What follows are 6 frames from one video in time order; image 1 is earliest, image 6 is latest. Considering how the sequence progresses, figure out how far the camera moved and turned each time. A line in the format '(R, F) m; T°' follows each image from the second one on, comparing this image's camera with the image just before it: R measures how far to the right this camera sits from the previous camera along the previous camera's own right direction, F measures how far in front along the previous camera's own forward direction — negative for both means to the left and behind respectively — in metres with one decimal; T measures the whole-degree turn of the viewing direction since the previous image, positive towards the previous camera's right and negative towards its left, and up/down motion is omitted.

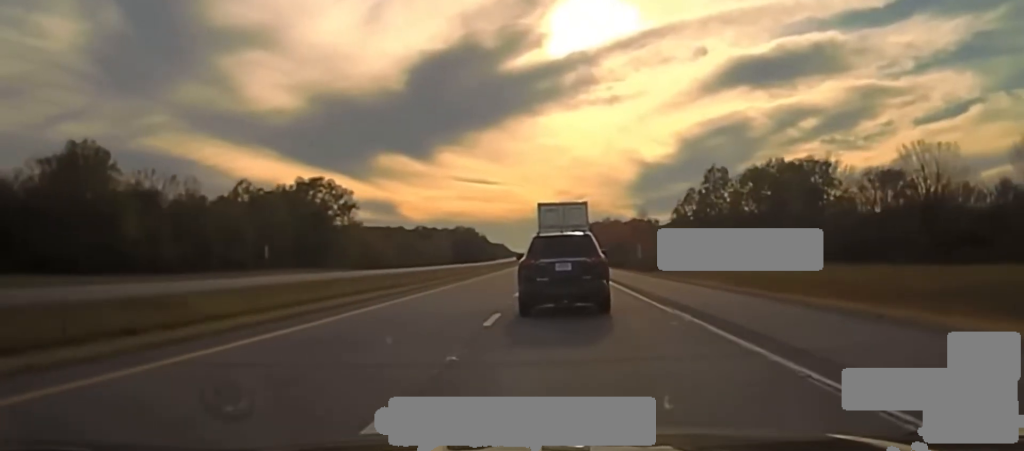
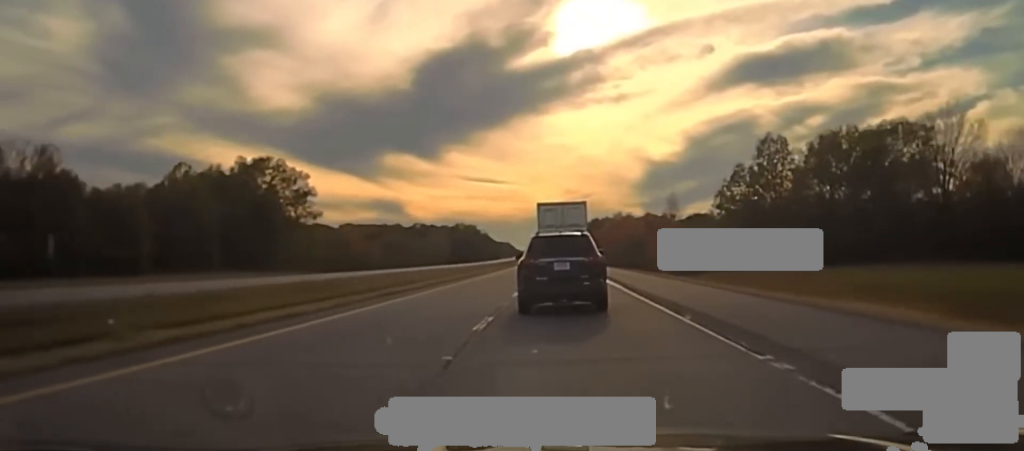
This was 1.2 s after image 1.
(+0.1, +34.3) m; 0°
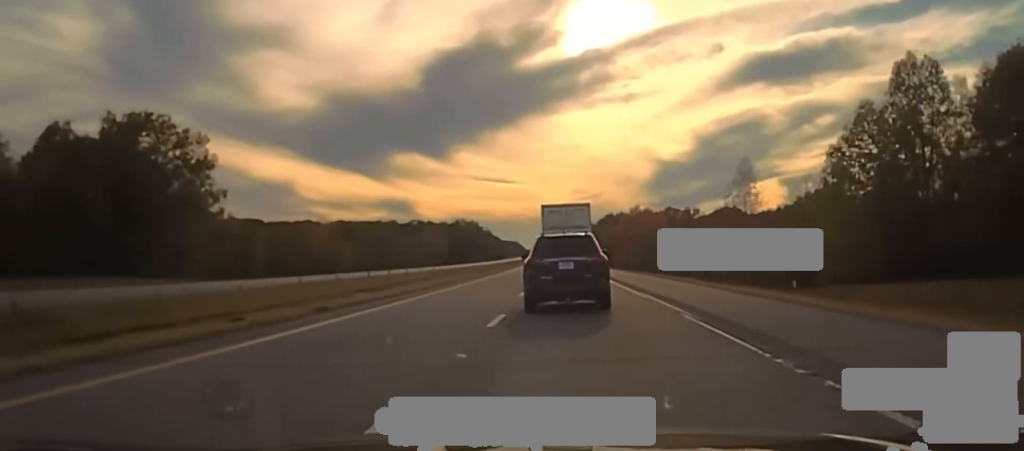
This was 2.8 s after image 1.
(-0.3, +45.7) m; -1°
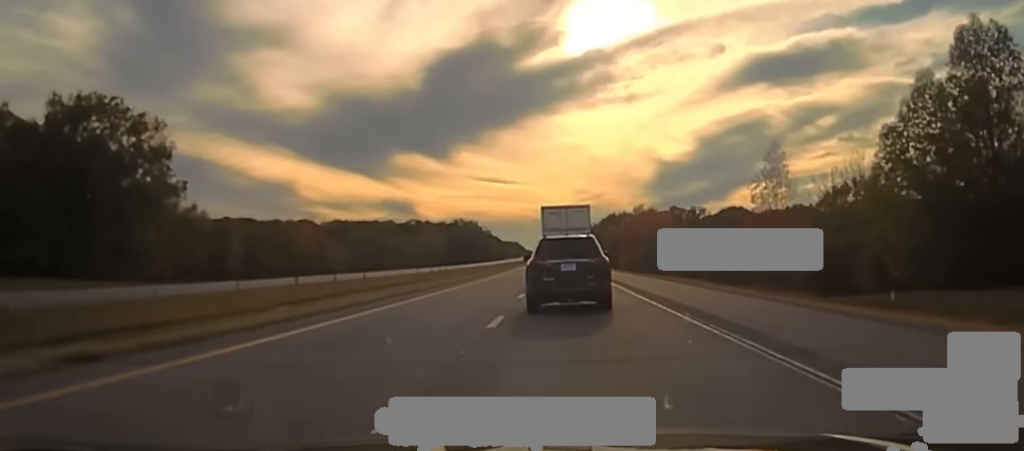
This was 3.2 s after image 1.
(0.0, +12.4) m; 0°
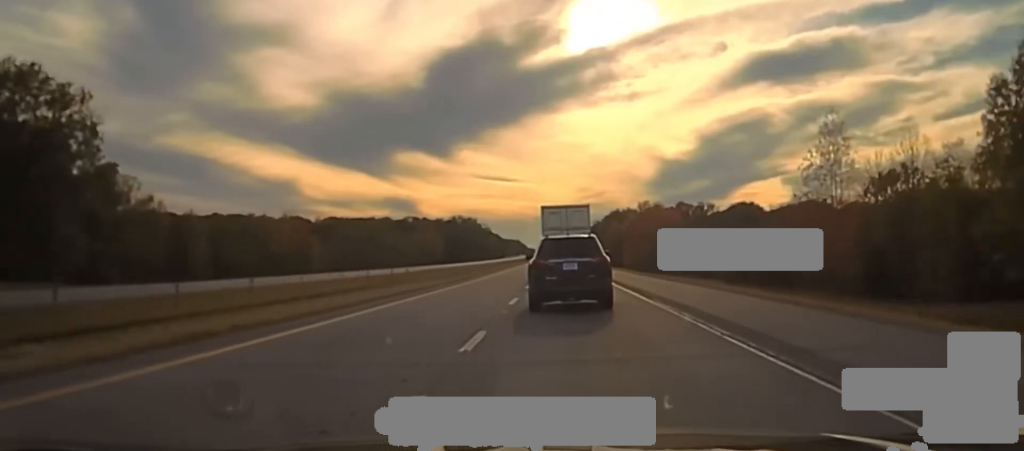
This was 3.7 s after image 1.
(0.0, +17.8) m; 0°
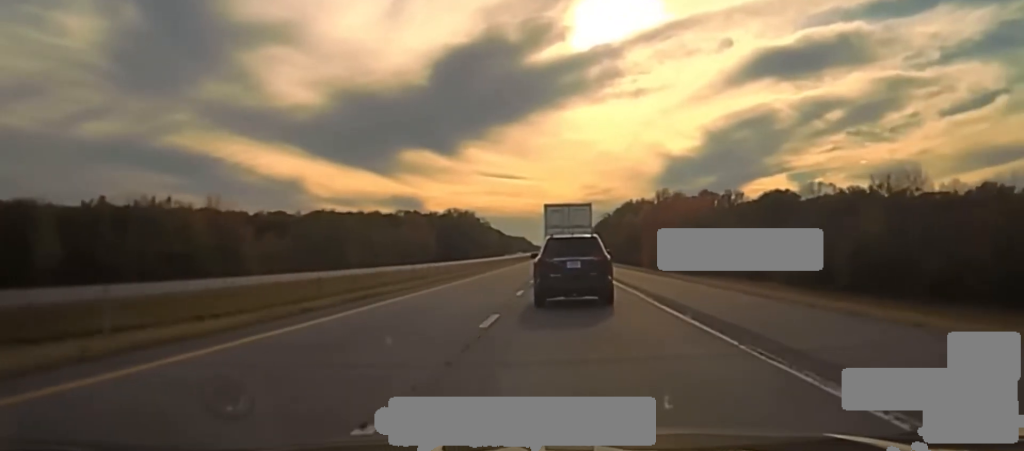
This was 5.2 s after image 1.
(-0.2, +47.2) m; 0°
